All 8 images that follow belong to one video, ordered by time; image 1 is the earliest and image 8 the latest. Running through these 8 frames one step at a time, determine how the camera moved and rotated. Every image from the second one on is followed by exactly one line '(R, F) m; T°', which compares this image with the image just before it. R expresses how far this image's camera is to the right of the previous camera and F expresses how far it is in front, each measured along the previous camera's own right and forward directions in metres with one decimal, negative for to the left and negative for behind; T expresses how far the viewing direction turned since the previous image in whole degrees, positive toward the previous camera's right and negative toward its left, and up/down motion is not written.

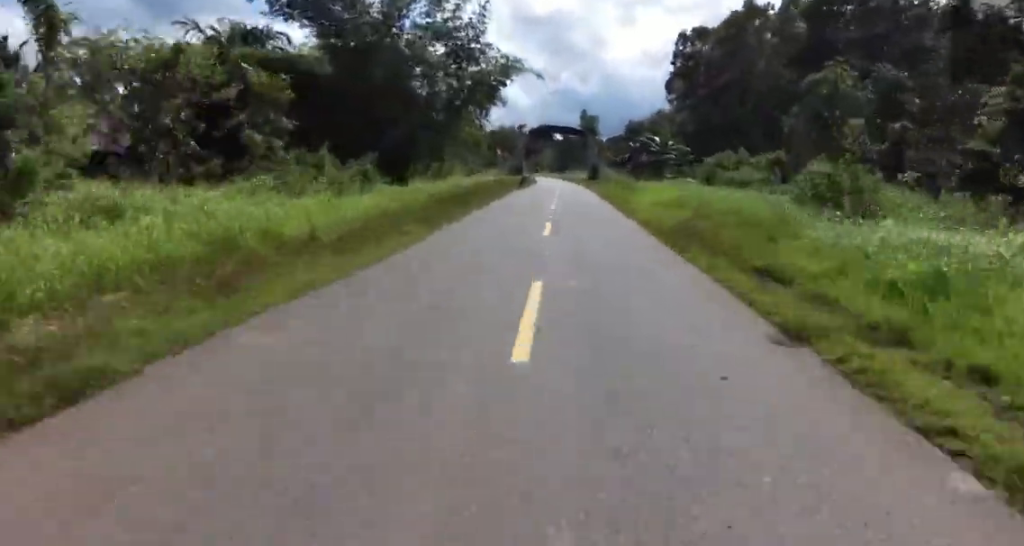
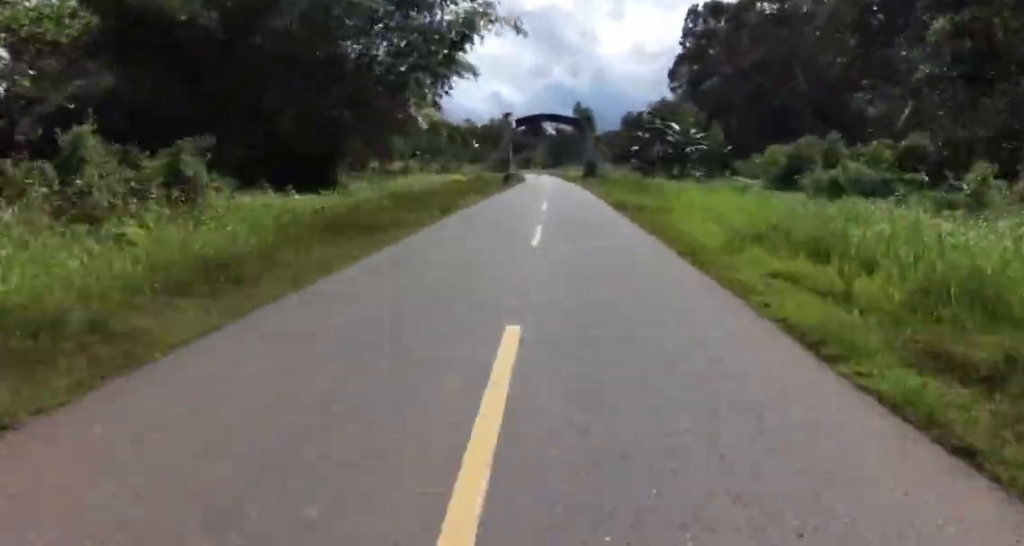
(-0.6, +10.2) m; 0°
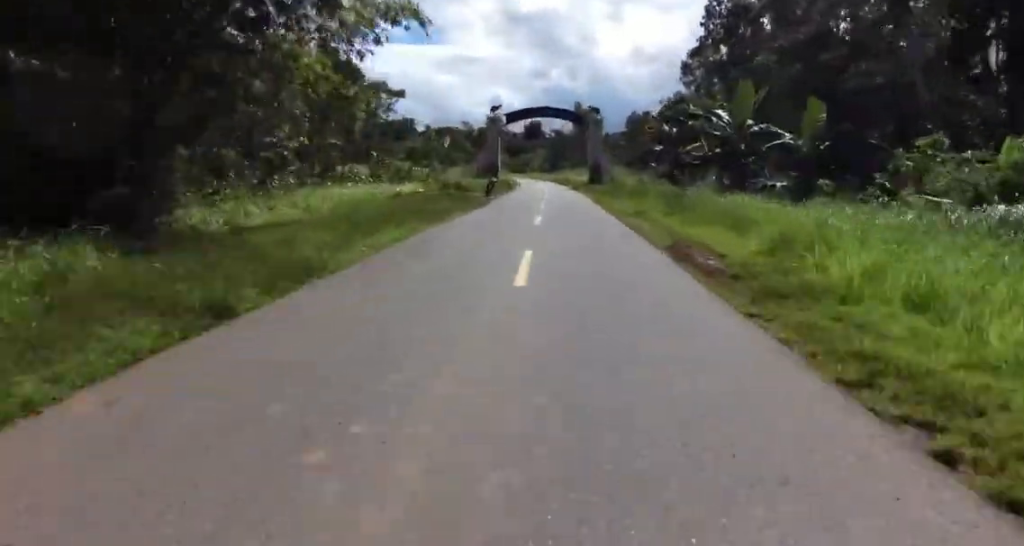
(-0.7, +11.6) m; 0°
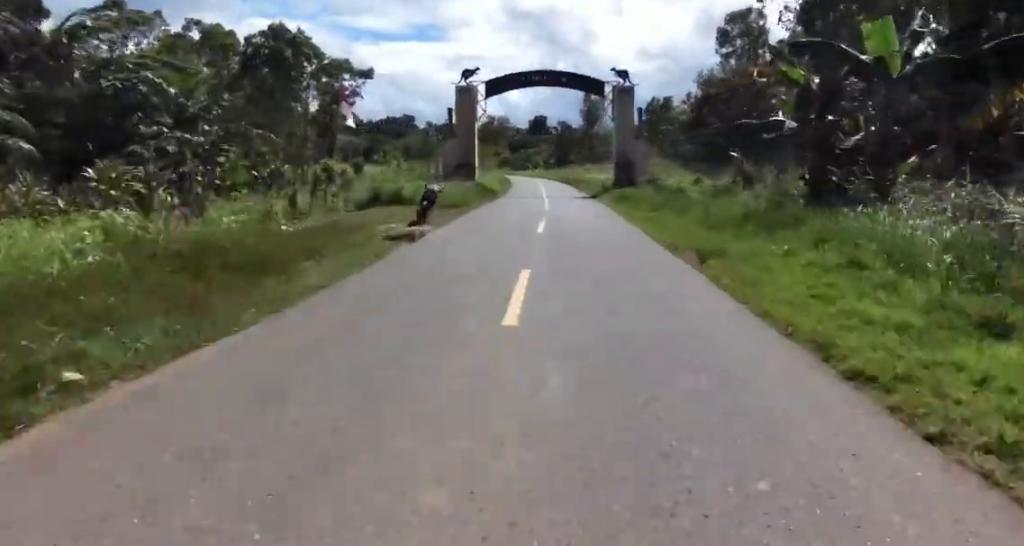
(+1.2, +19.0) m; 0°
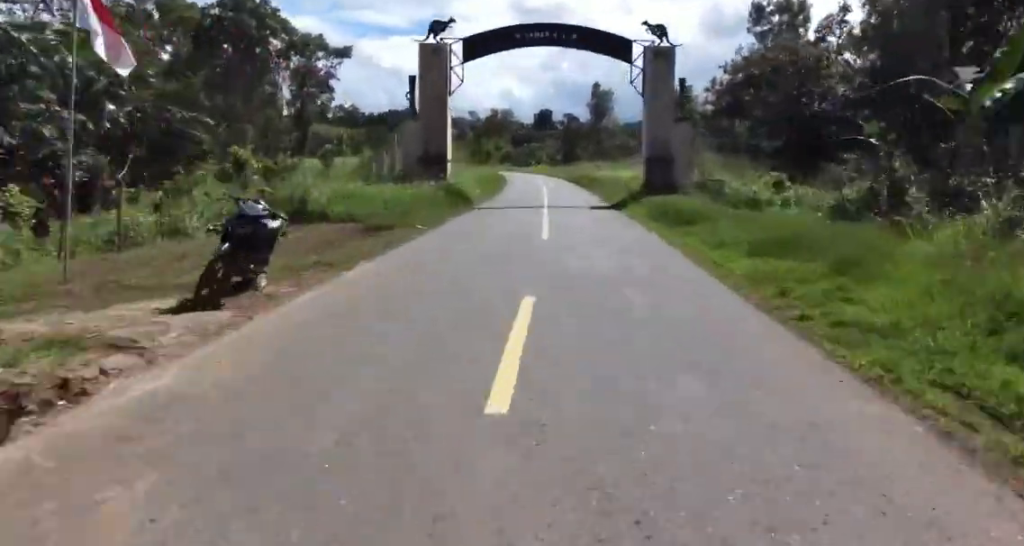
(-0.6, +9.2) m; -2°
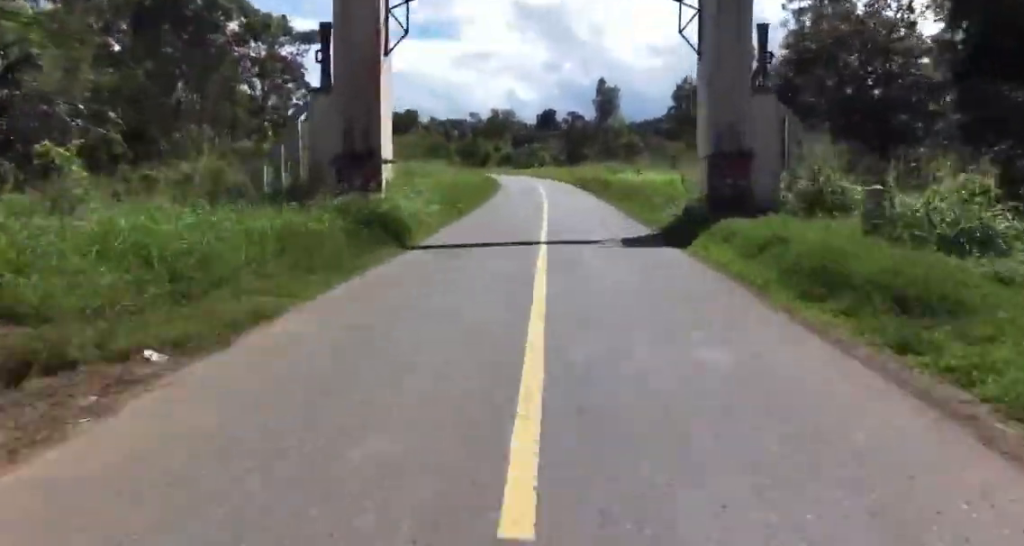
(-0.3, +9.9) m; -2°
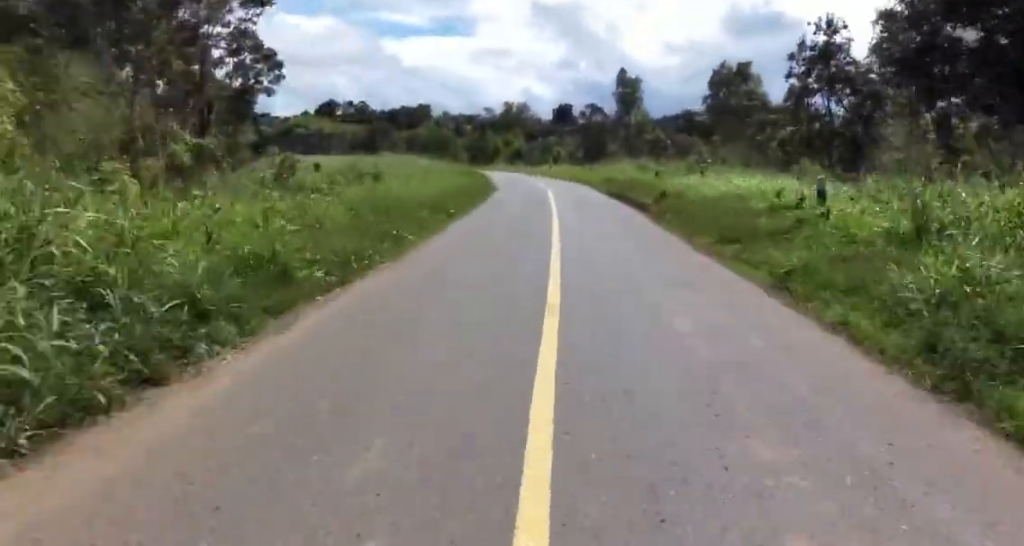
(-0.1, +12.2) m; -3°
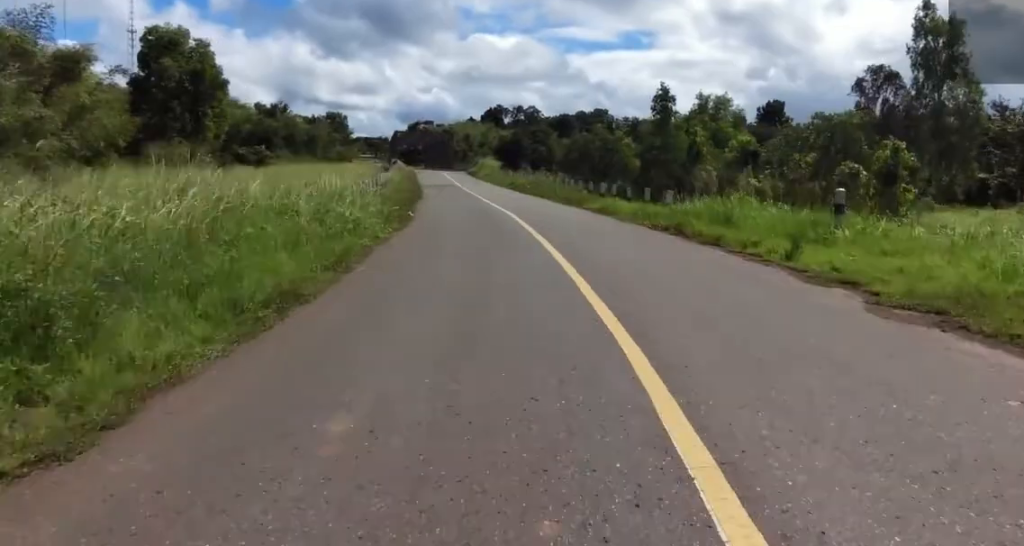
(-7.9, +59.2) m; -19°
